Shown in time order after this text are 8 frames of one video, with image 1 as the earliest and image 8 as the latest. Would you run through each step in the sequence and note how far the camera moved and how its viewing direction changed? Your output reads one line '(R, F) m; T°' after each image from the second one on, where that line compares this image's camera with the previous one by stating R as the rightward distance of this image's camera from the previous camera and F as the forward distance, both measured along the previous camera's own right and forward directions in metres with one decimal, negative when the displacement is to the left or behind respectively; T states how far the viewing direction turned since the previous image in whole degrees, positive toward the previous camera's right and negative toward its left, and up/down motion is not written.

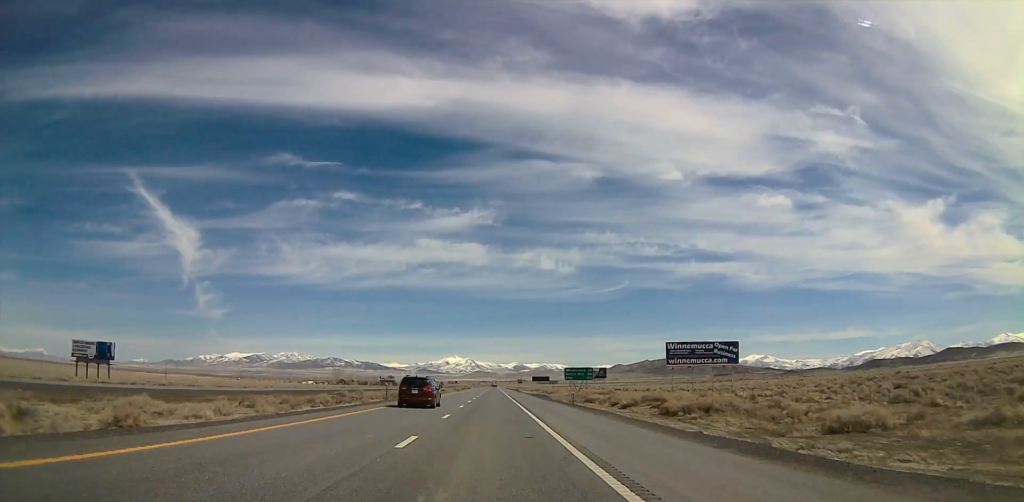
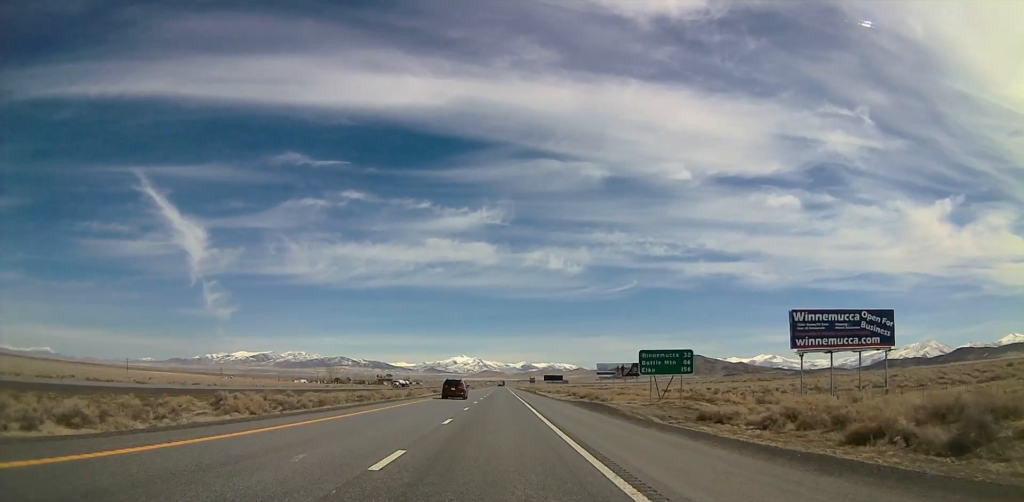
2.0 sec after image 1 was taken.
(+0.2, +56.9) m; 0°
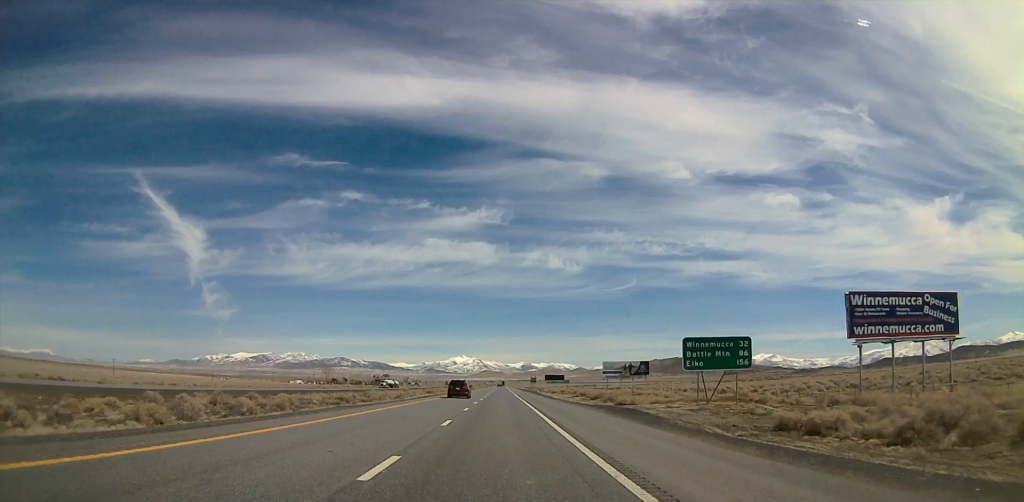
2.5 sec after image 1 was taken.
(0.0, +14.6) m; 0°
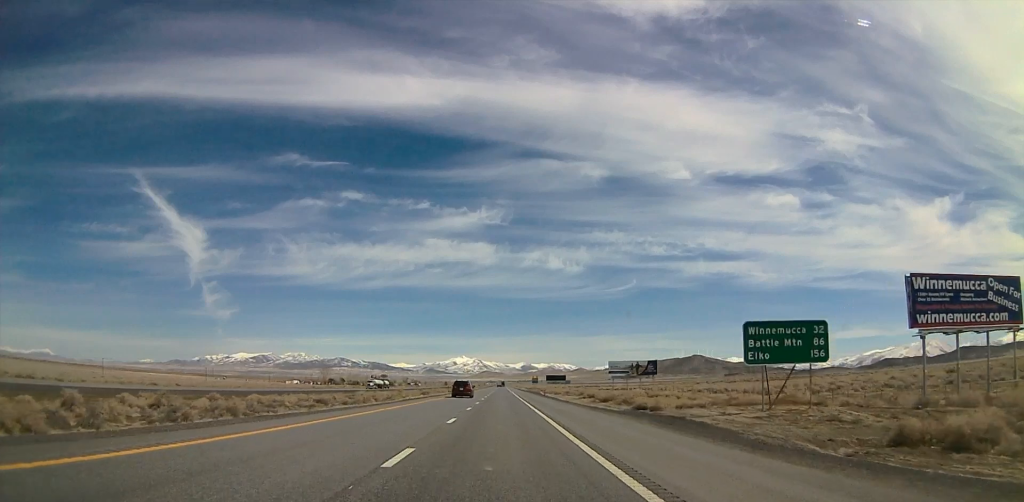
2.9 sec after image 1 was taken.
(0.0, +11.3) m; 0°
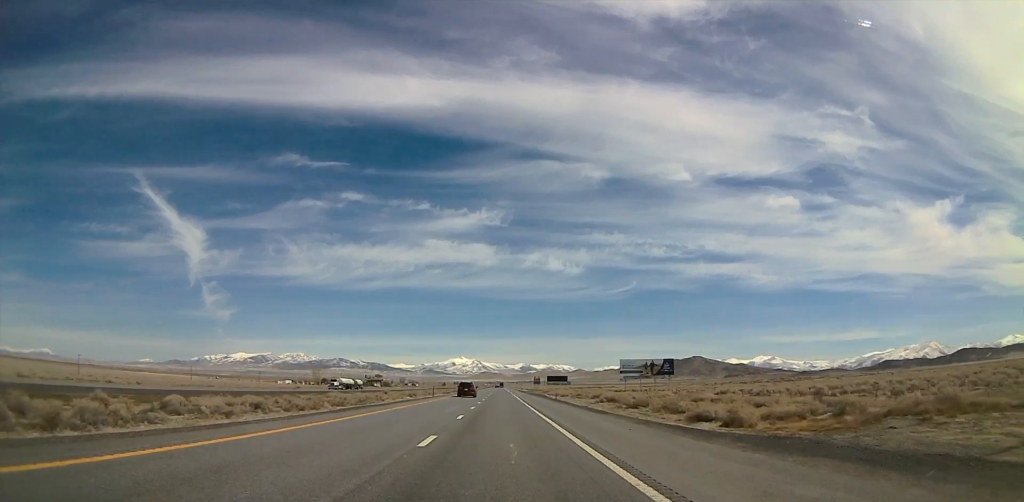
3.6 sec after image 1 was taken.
(-0.1, +20.6) m; -1°
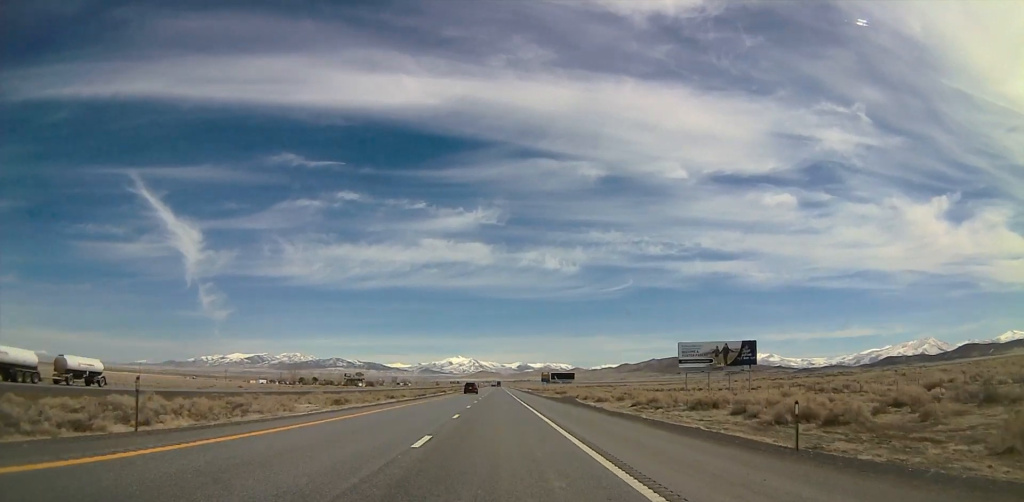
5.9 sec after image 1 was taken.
(-0.4, +56.5) m; 0°
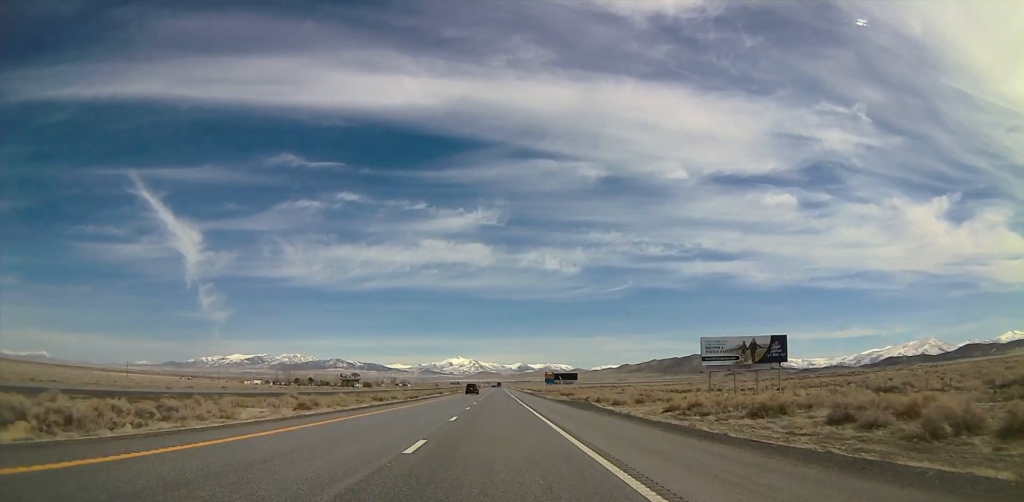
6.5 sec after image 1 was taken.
(0.0, +12.4) m; 0°
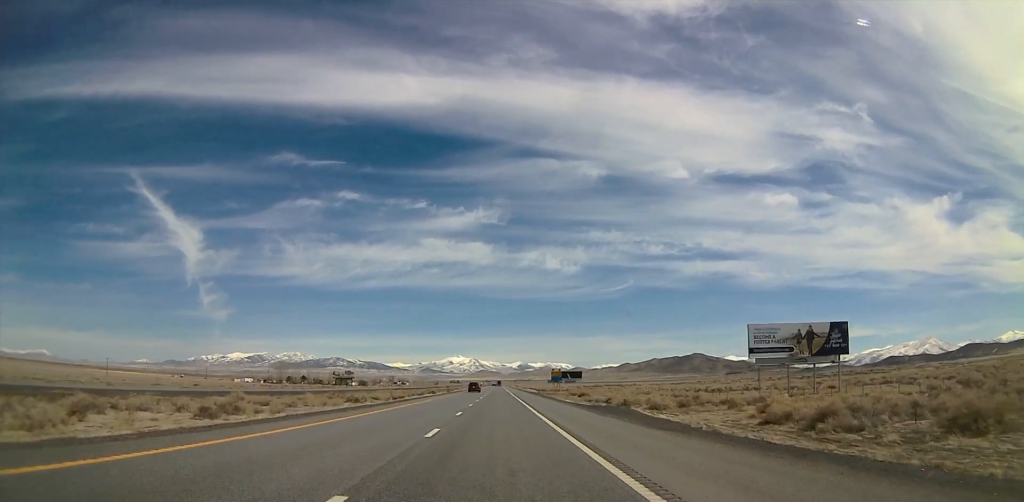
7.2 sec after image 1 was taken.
(-0.1, +17.1) m; -1°
